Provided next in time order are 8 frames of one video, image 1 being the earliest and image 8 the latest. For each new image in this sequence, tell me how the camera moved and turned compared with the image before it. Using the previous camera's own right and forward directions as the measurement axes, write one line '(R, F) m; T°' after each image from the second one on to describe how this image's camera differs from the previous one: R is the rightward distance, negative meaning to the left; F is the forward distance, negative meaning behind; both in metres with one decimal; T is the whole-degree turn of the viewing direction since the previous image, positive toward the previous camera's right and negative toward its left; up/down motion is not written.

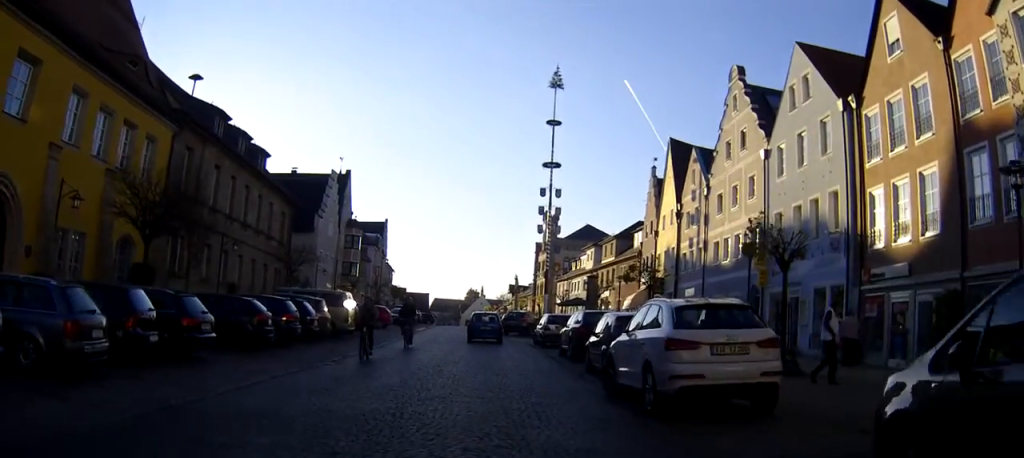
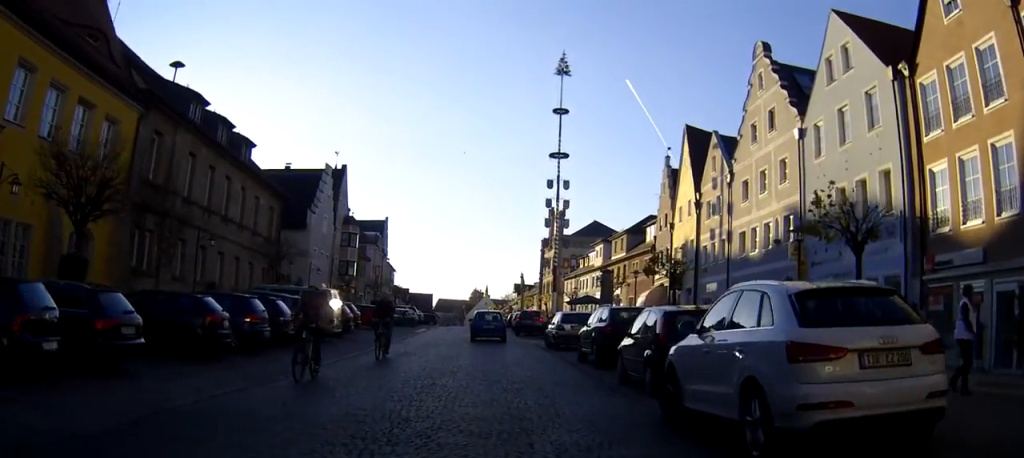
(+0.1, +3.9) m; +1°
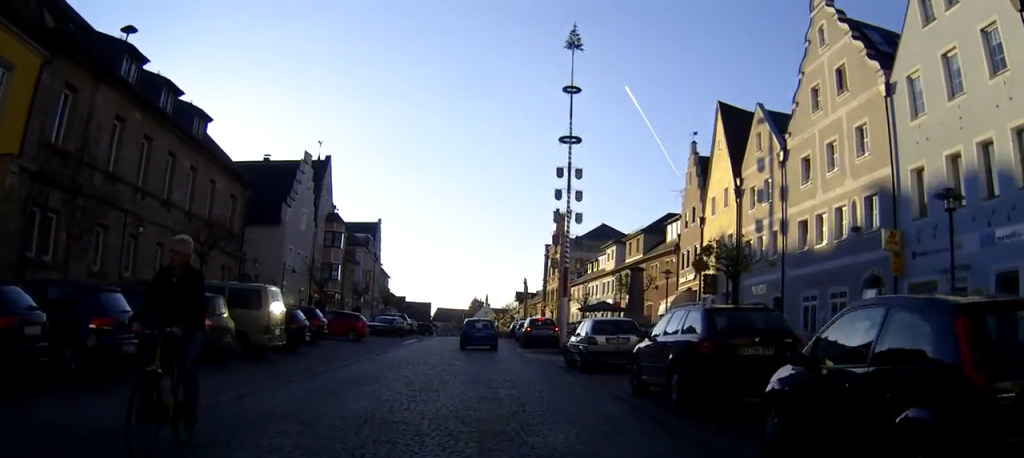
(0.0, +7.8) m; -2°
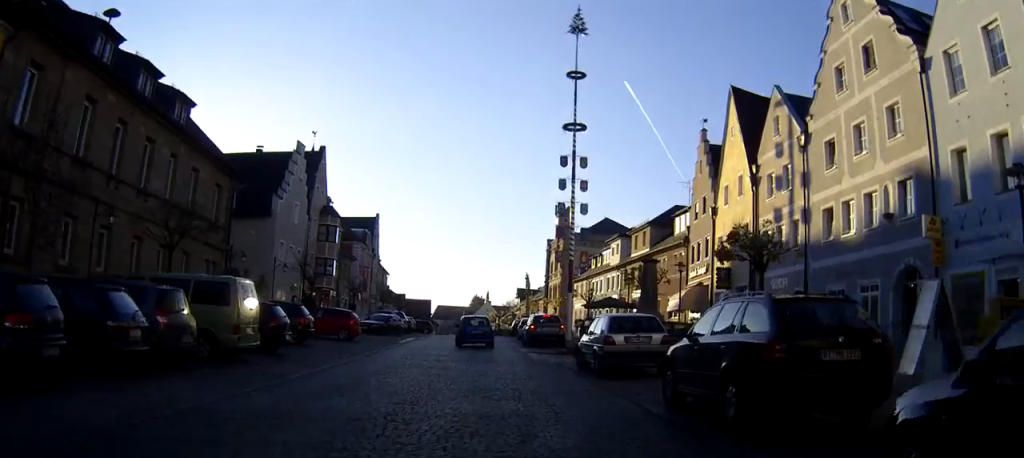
(0.0, +2.5) m; -1°
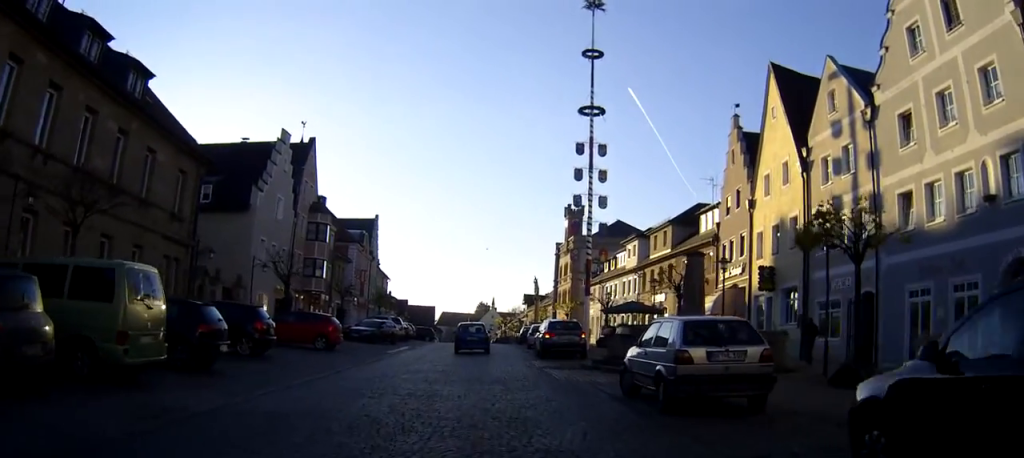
(-0.1, +5.9) m; -2°
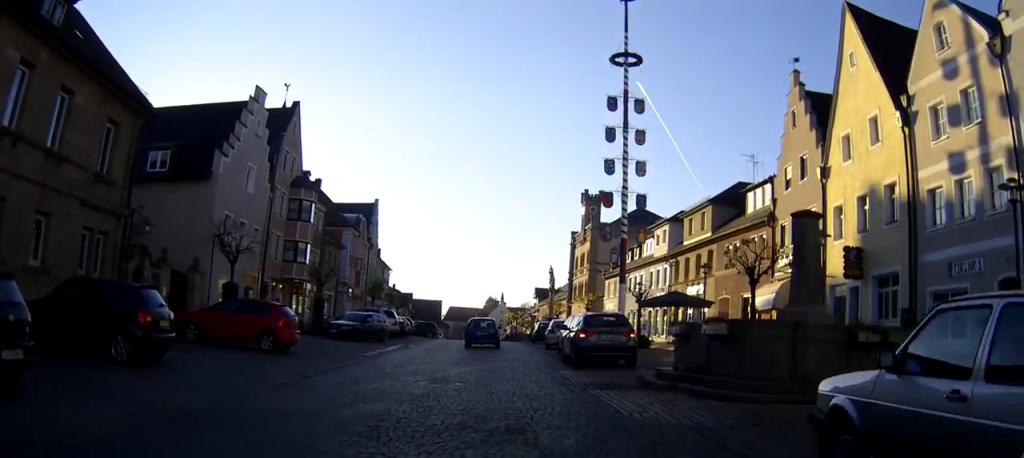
(0.0, +8.2) m; +2°
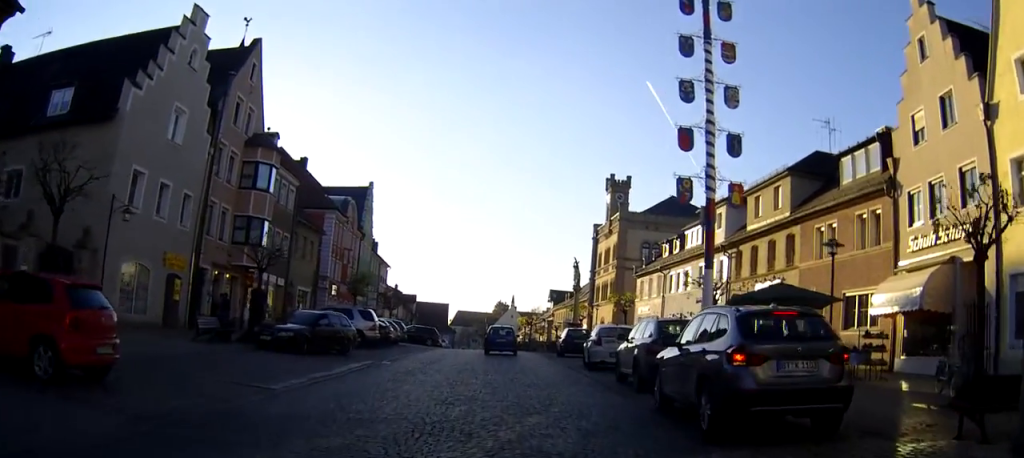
(+0.1, +11.3) m; 0°
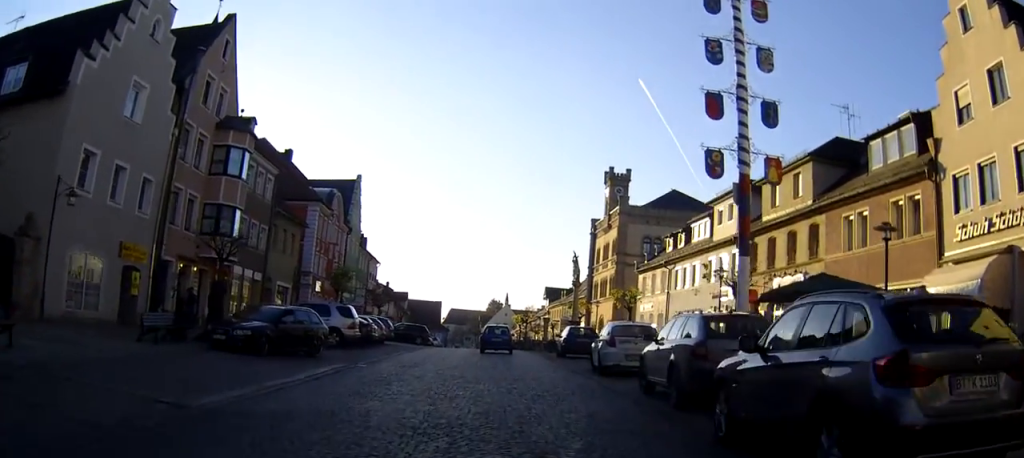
(0.0, +3.4) m; 0°
